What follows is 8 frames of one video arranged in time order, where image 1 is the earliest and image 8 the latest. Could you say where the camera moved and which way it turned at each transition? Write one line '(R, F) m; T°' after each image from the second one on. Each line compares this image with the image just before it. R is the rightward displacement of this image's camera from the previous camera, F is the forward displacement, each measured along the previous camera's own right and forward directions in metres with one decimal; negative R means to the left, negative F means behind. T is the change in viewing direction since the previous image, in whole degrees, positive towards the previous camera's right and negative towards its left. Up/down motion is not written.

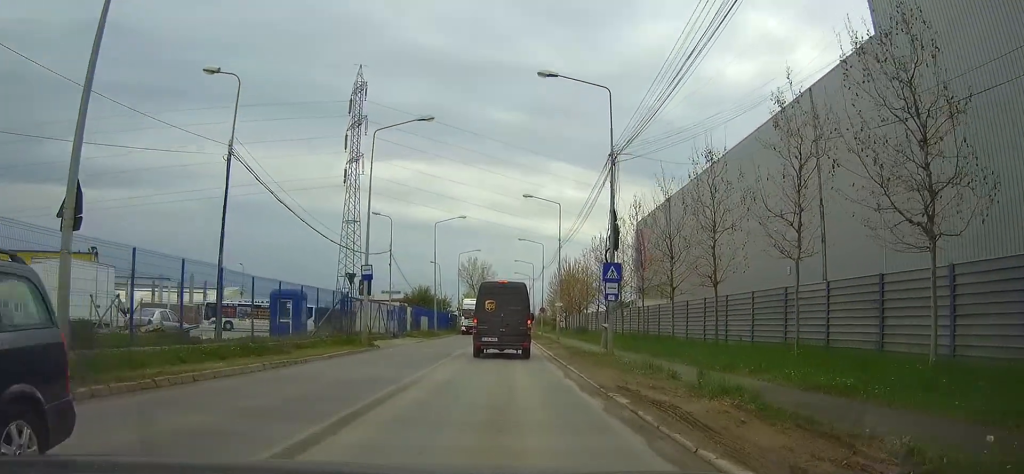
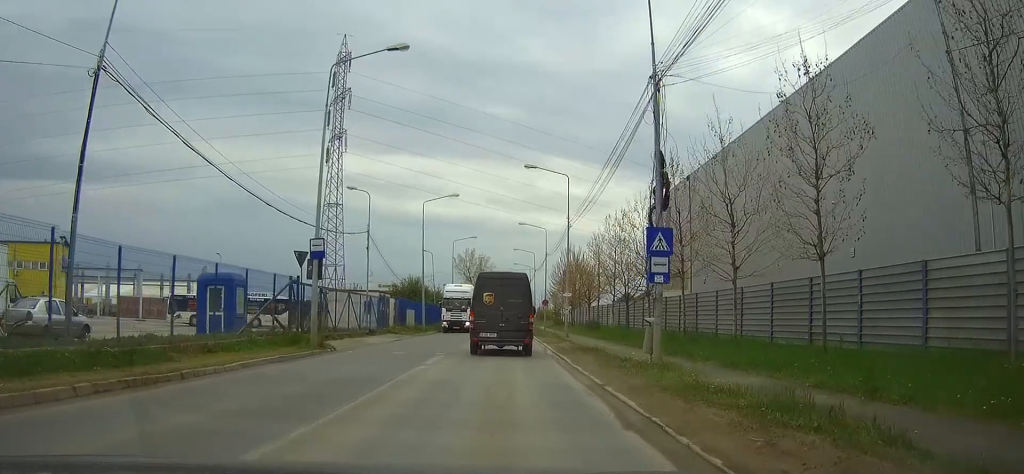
(0.0, +8.0) m; 0°
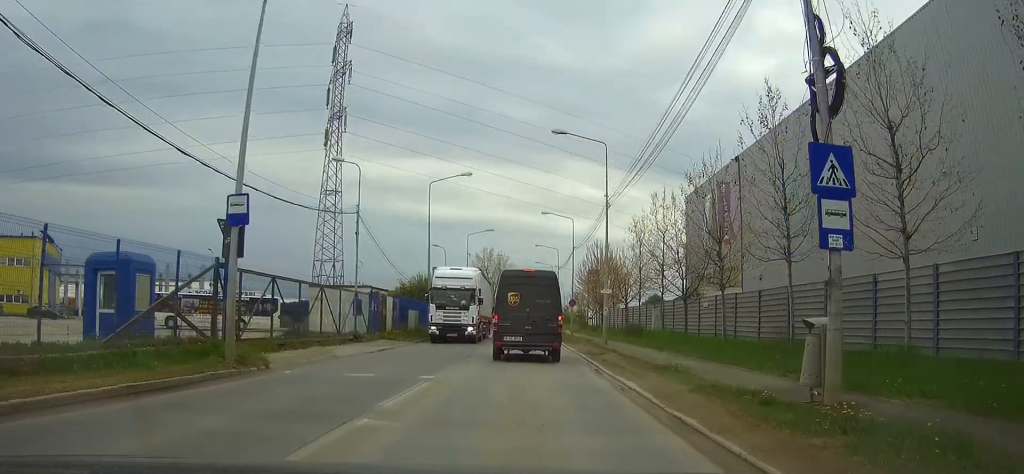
(0.0, +8.9) m; +1°
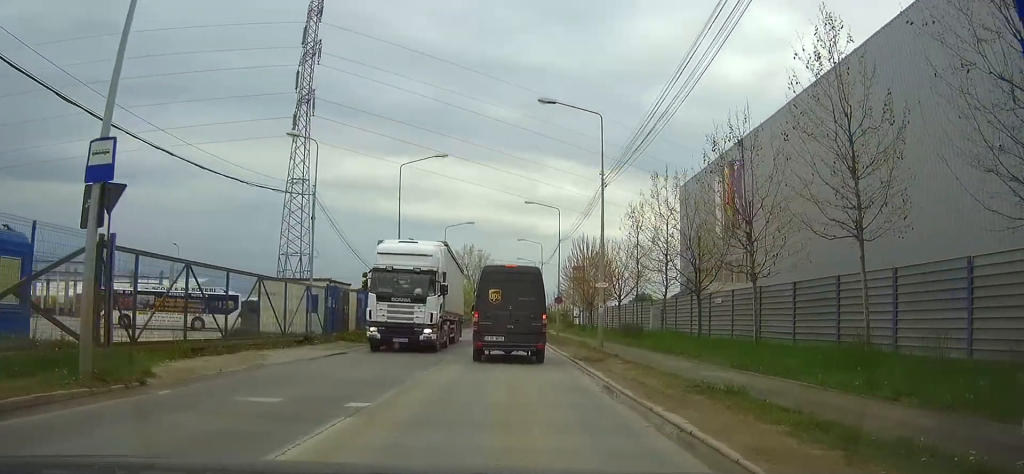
(+0.1, +5.3) m; 0°
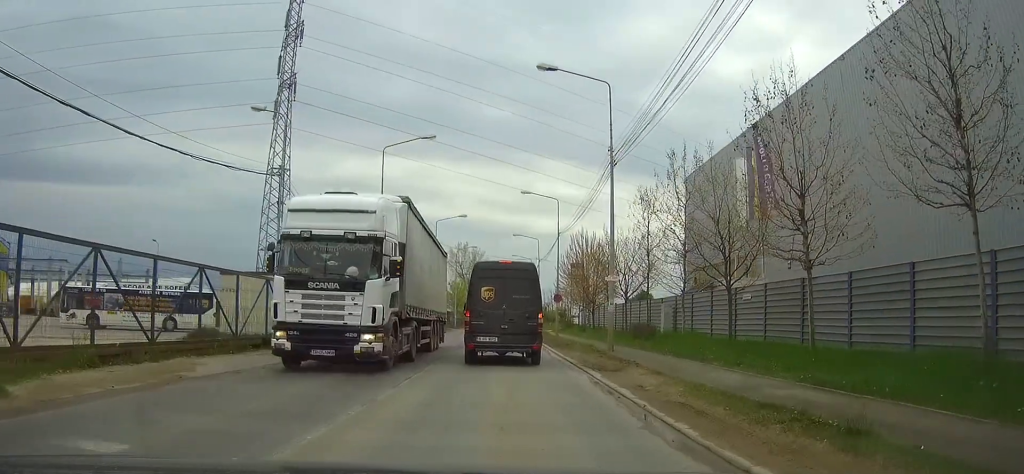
(0.0, +4.4) m; -3°
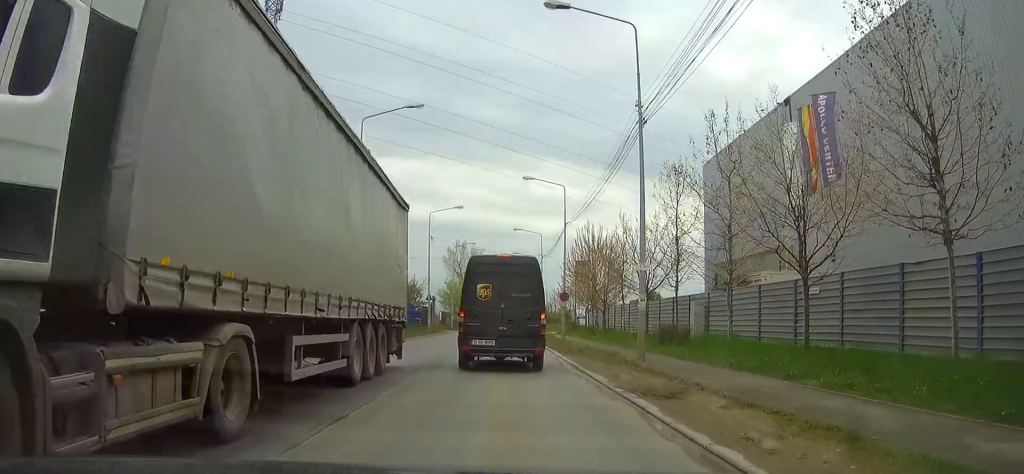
(-0.4, +6.0) m; -2°
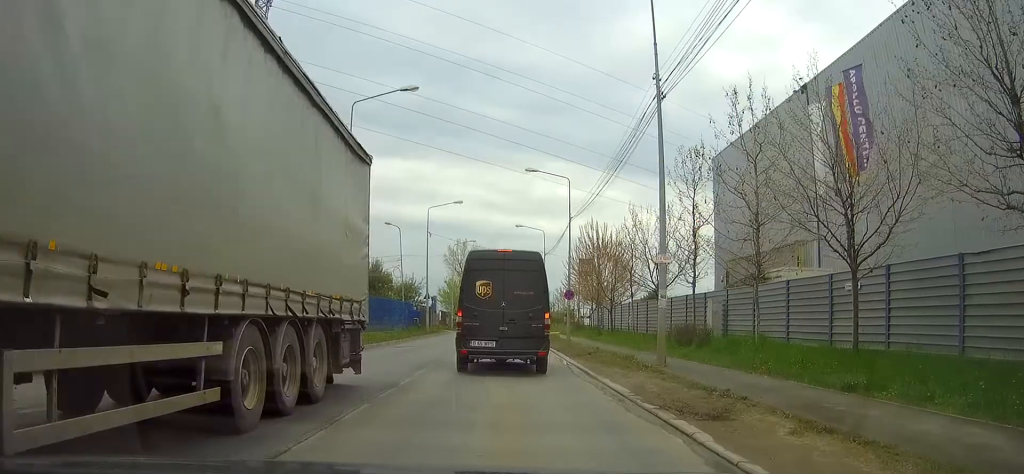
(0.0, +2.4) m; +3°
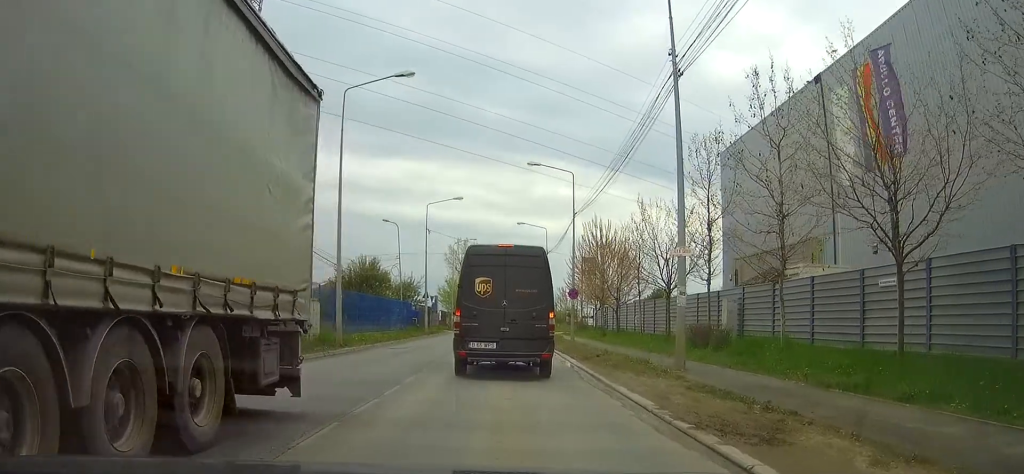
(0.0, +1.8) m; +2°
